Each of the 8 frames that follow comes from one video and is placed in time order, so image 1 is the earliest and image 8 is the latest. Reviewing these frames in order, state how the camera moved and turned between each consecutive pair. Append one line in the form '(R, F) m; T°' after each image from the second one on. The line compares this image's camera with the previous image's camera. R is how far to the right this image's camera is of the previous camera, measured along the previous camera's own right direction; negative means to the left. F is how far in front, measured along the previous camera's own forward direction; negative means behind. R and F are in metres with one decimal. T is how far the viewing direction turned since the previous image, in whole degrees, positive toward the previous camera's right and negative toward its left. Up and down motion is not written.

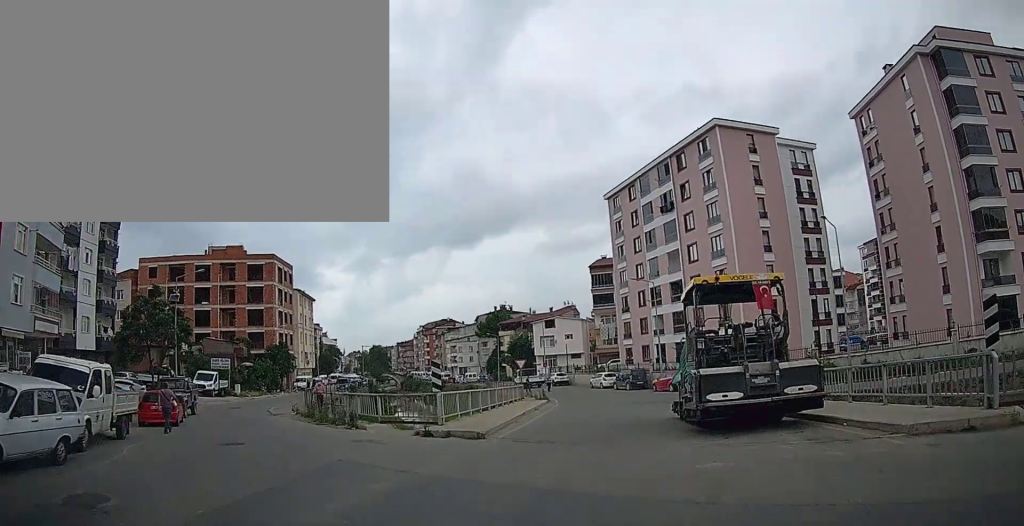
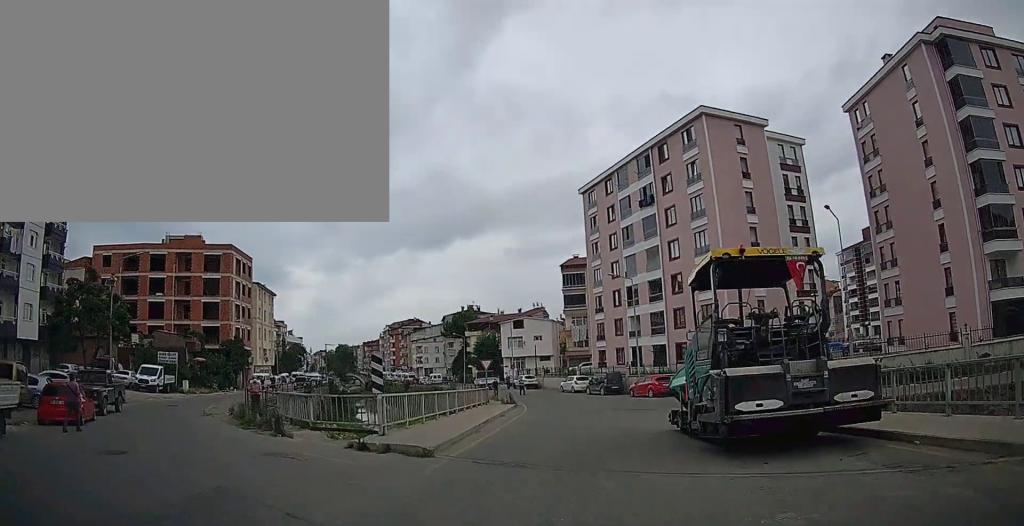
(+0.1, +3.6) m; +4°
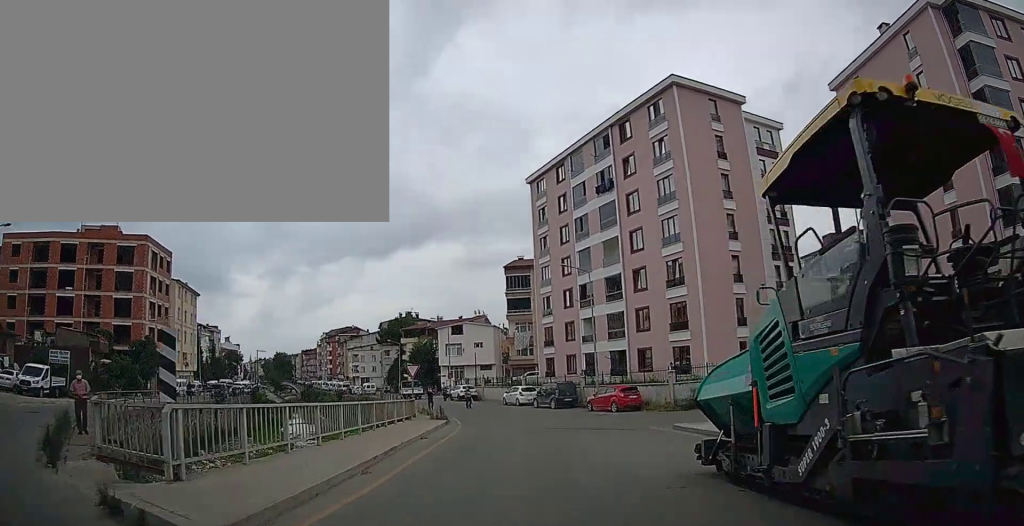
(+0.4, +6.5) m; +7°
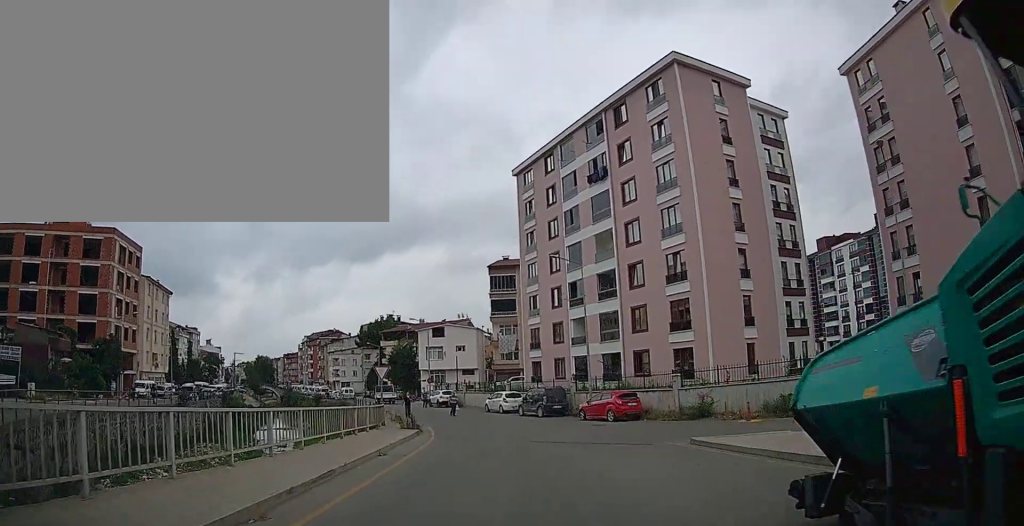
(+0.1, +3.5) m; +3°
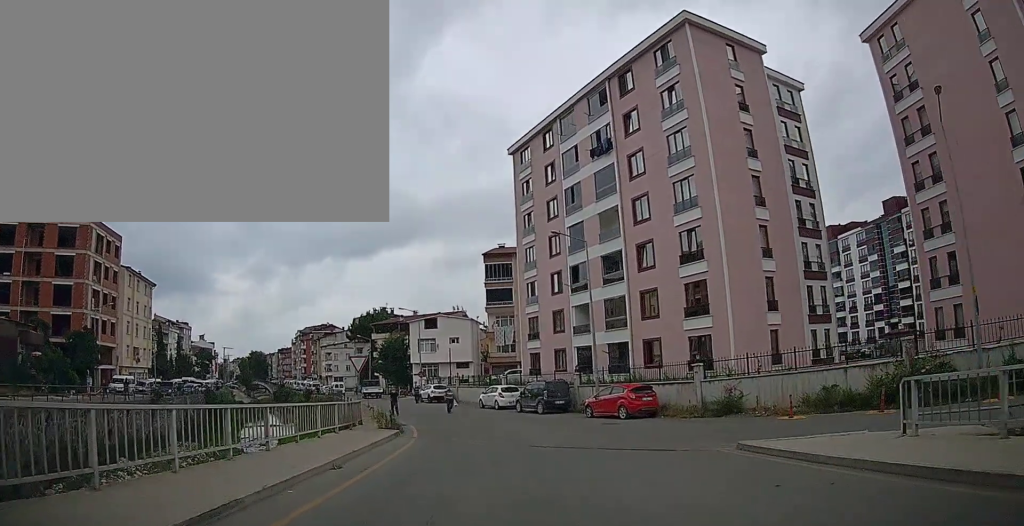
(+0.1, +3.7) m; +1°
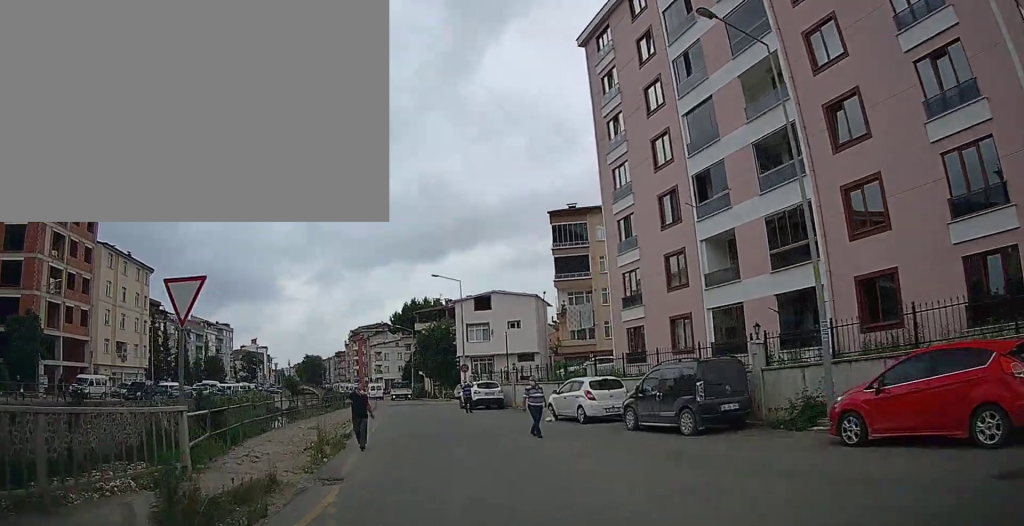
(-0.3, +16.5) m; -7°
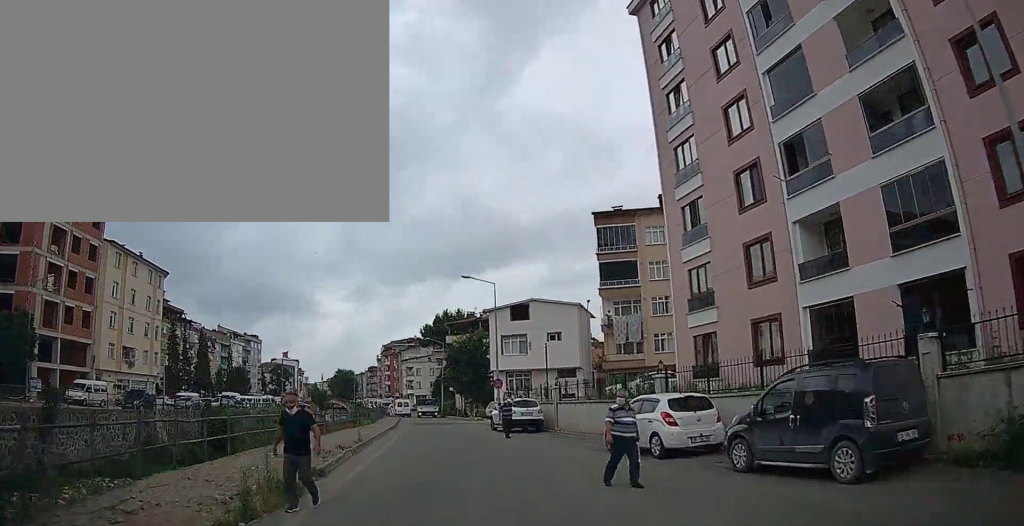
(-0.2, +5.2) m; -4°
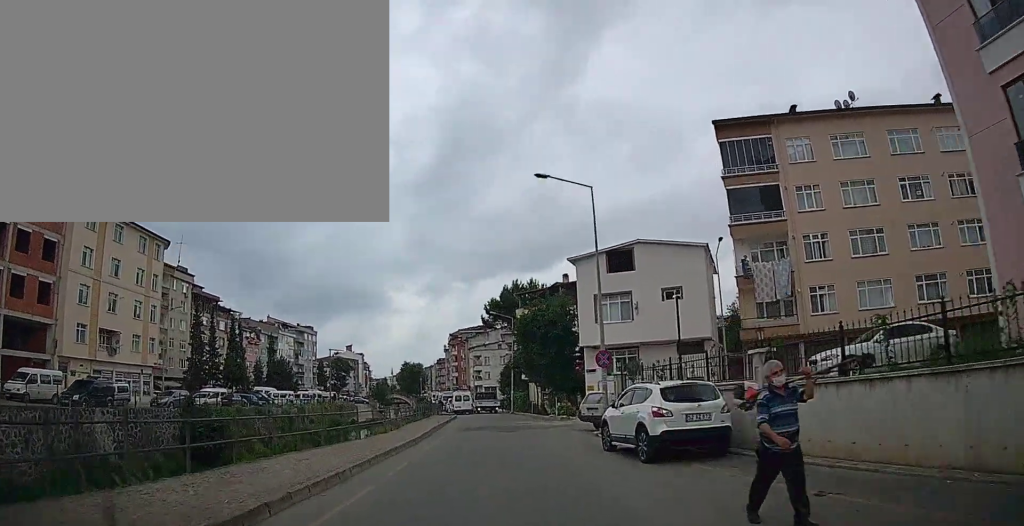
(-1.3, +14.8) m; -10°
